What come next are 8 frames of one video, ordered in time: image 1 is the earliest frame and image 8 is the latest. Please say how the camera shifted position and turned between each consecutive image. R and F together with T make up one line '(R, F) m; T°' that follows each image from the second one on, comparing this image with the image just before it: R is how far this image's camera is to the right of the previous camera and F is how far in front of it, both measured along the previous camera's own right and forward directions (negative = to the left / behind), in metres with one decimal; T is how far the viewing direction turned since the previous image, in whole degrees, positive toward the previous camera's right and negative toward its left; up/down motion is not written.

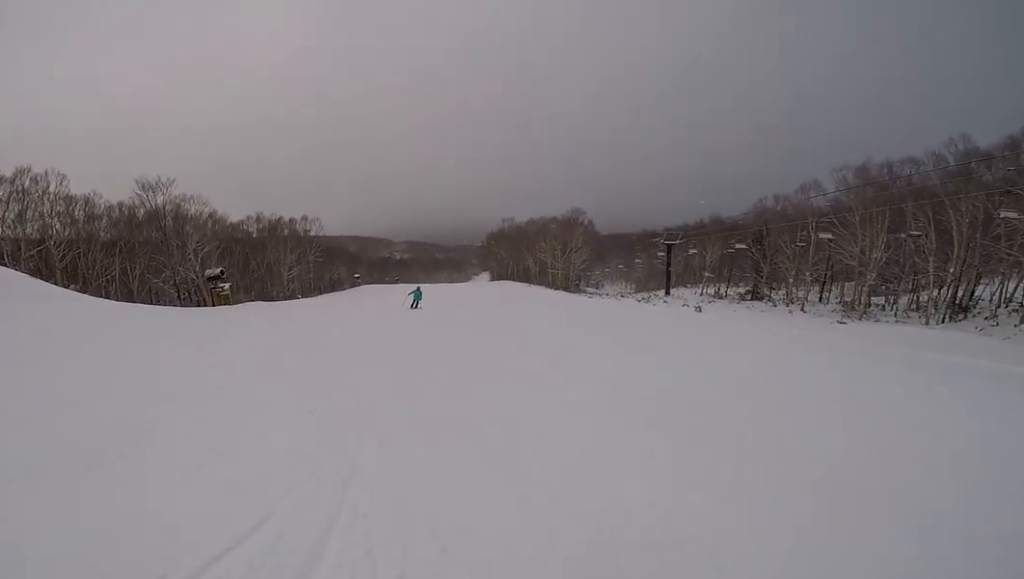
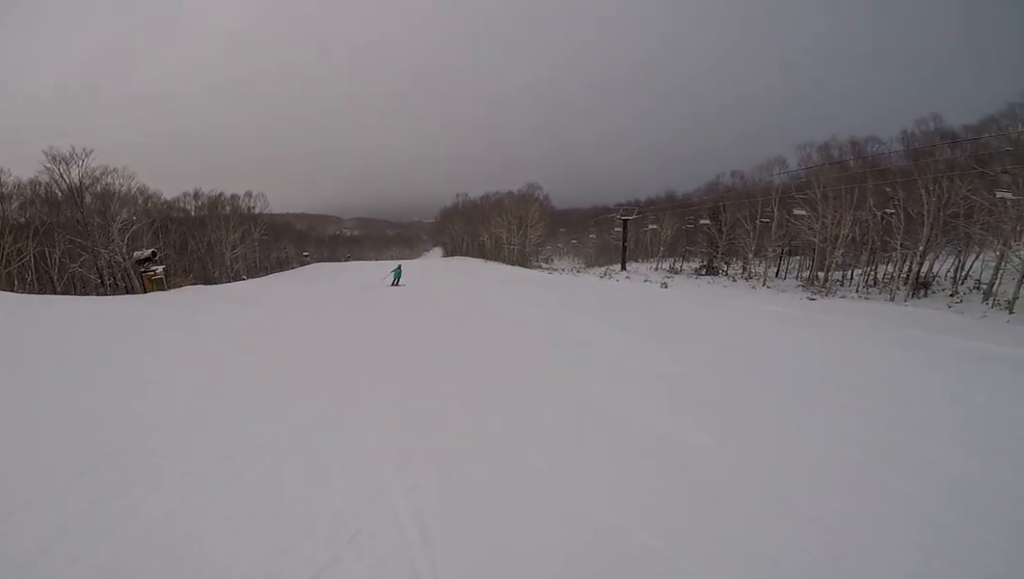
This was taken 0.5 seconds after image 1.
(+0.8, +3.5) m; +15°
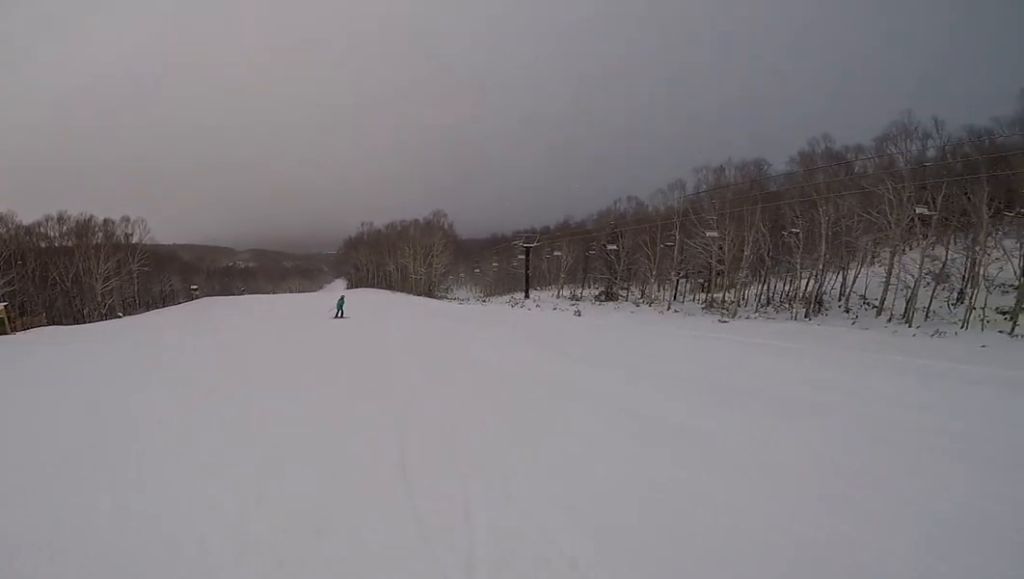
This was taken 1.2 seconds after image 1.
(+0.5, +4.2) m; +15°
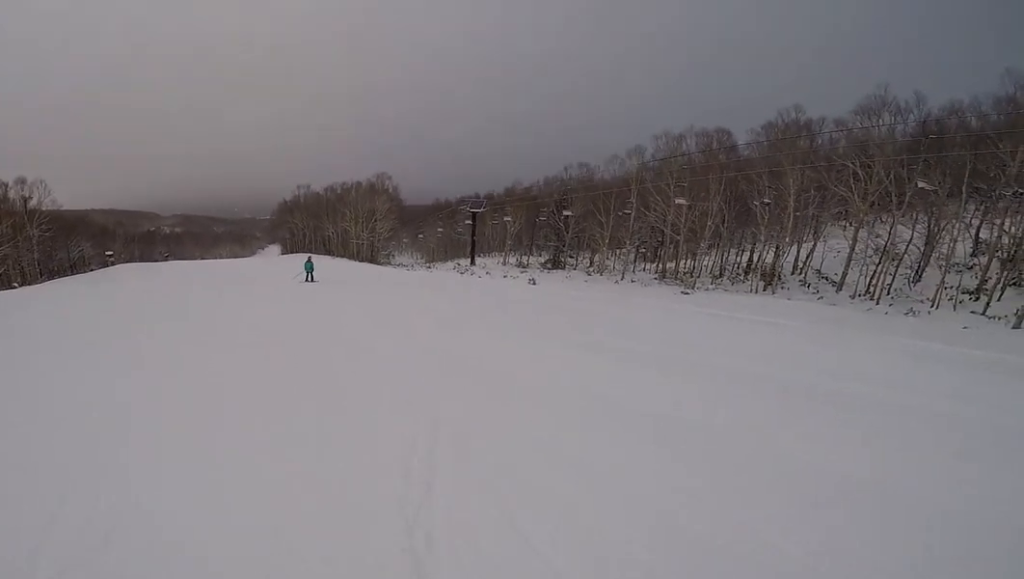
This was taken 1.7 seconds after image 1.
(-0.1, +3.8) m; +13°
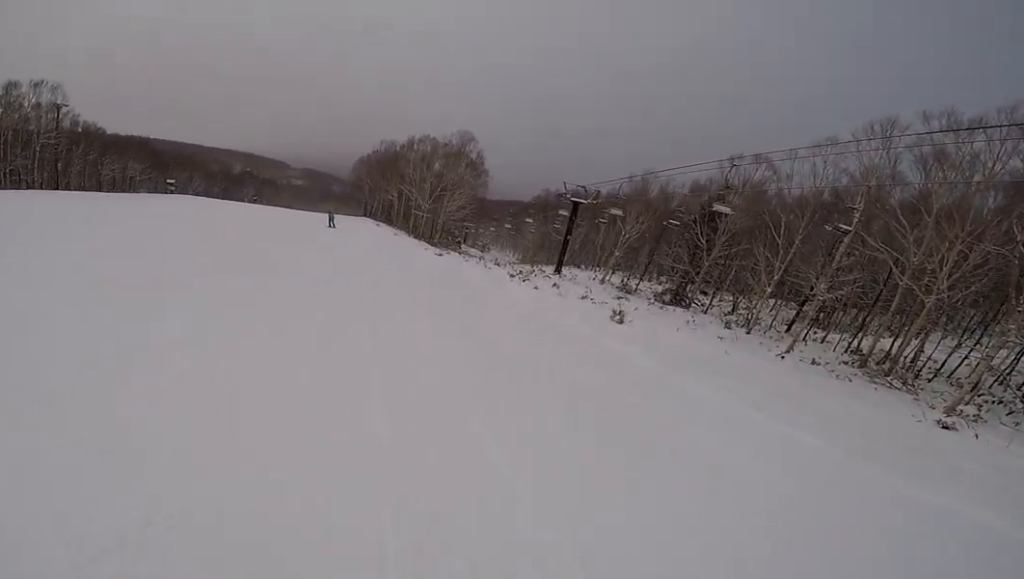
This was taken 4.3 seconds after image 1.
(+3.3, +17.3) m; -15°
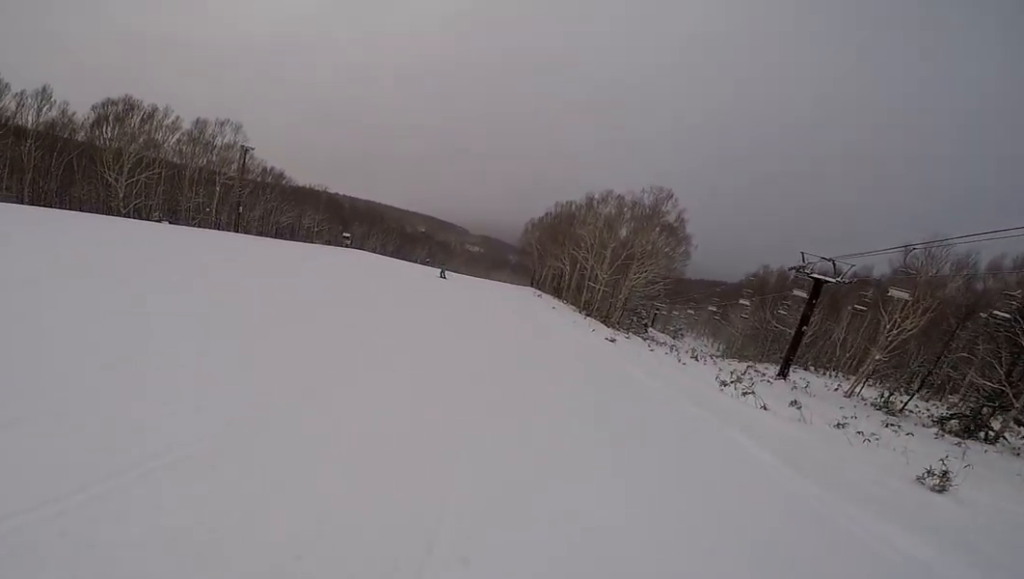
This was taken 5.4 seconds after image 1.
(-2.5, +6.4) m; -31°
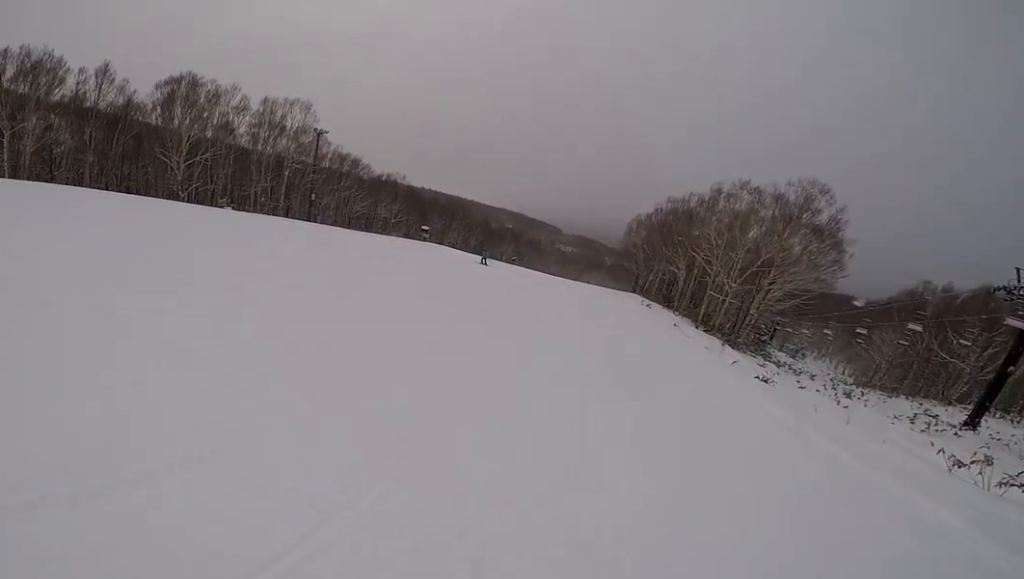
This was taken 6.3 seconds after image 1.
(-0.6, +5.8) m; -6°
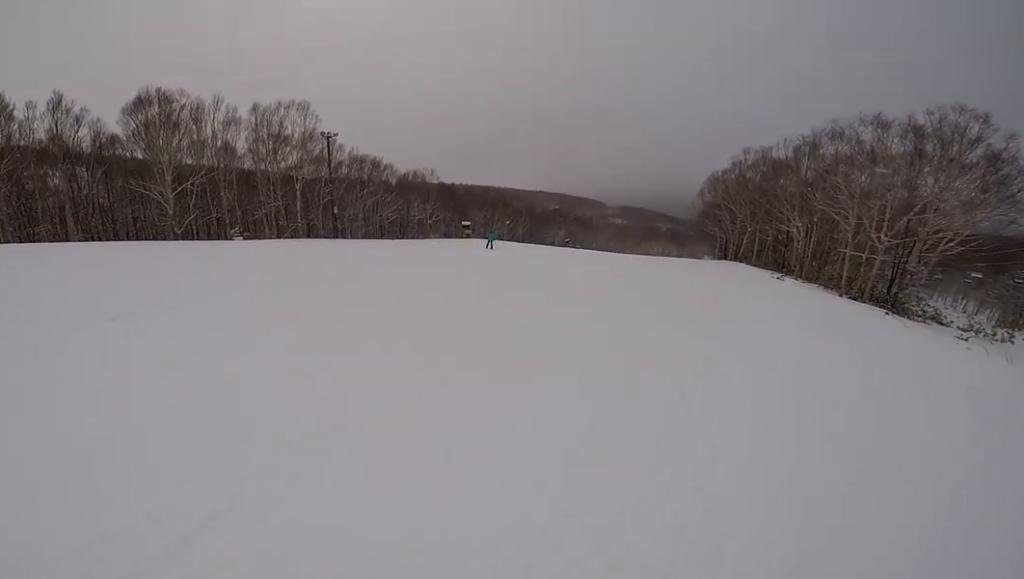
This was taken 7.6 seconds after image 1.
(0.0, +7.6) m; -18°
